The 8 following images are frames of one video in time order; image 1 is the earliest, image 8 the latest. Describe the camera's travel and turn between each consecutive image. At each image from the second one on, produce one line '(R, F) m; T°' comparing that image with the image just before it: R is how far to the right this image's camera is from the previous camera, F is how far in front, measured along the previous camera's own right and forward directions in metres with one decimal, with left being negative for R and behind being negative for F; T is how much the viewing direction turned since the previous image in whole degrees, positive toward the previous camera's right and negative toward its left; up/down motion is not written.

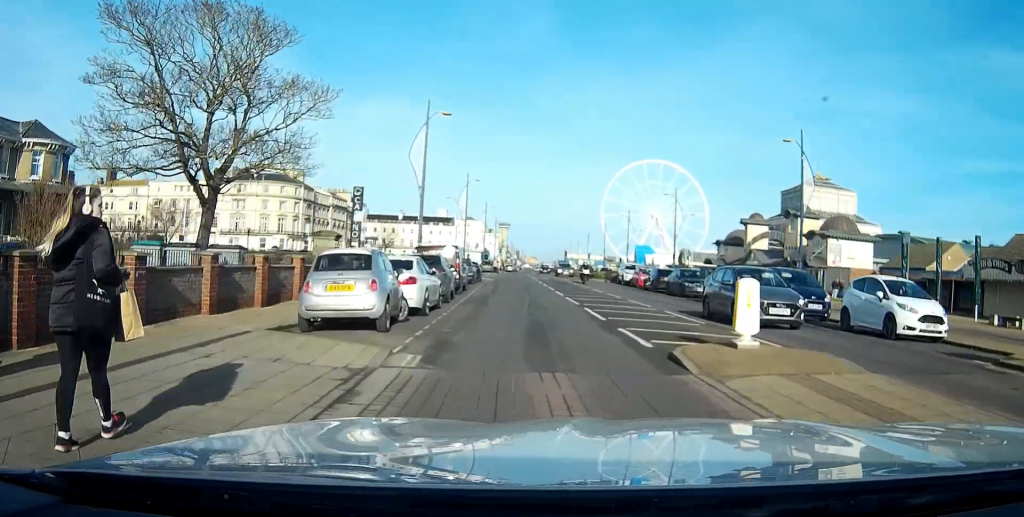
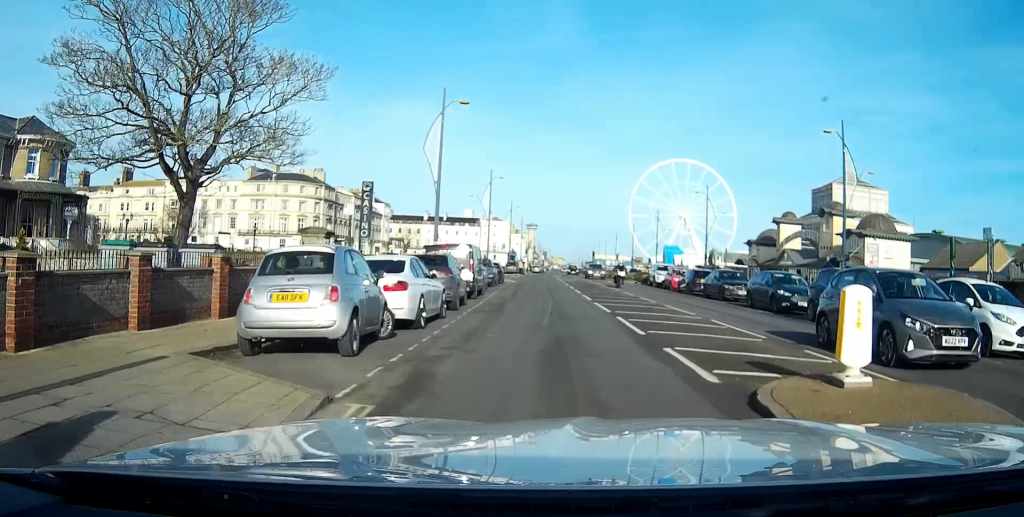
(0.0, +3.4) m; -2°
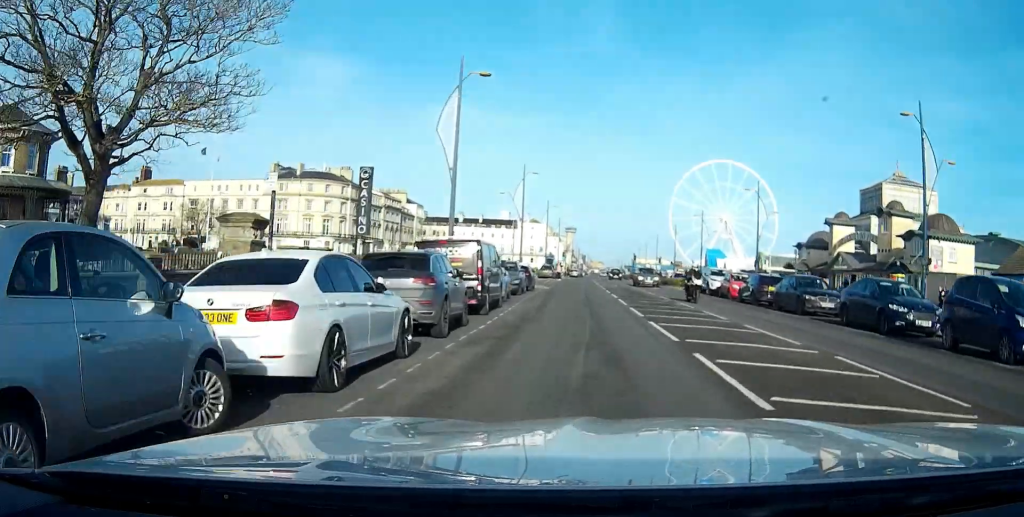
(-0.2, +6.8) m; -3°
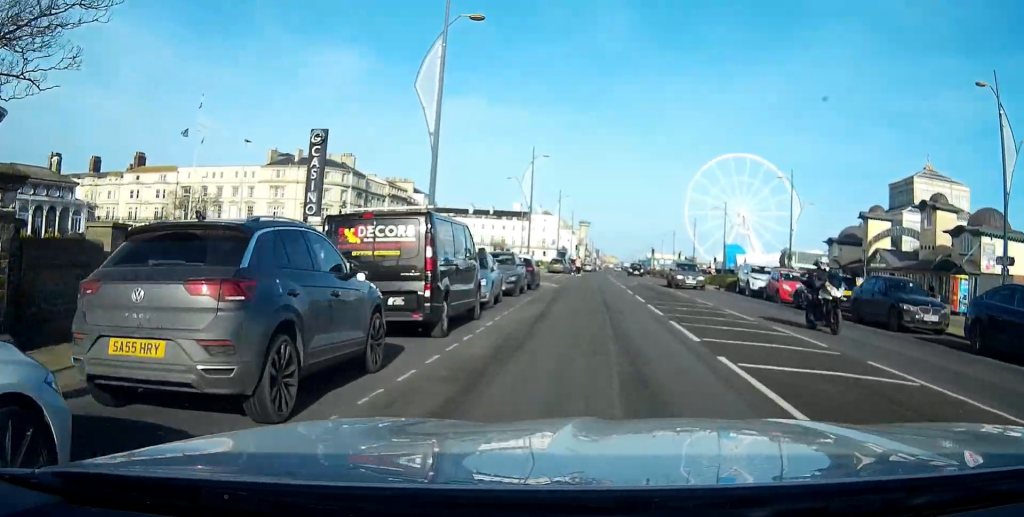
(-0.2, +7.5) m; -1°
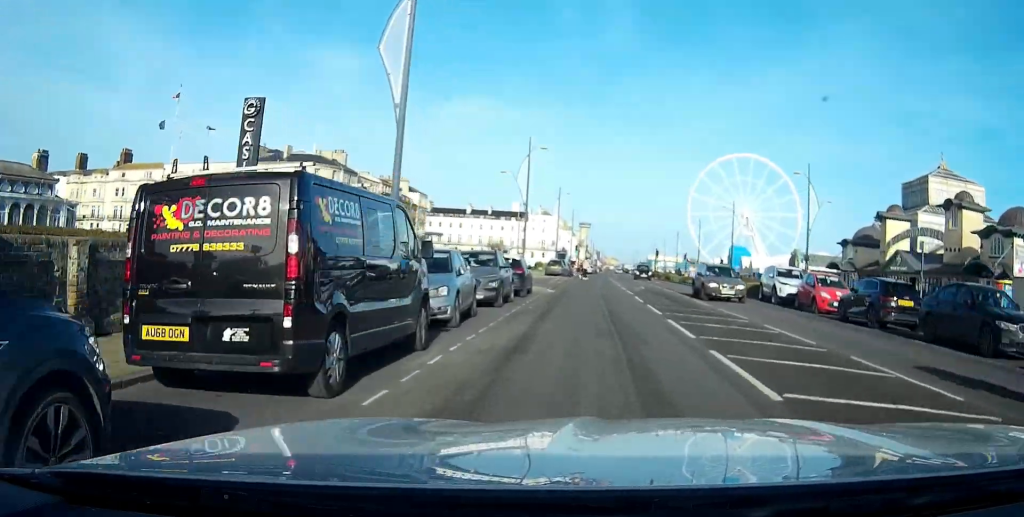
(0.0, +5.1) m; 0°
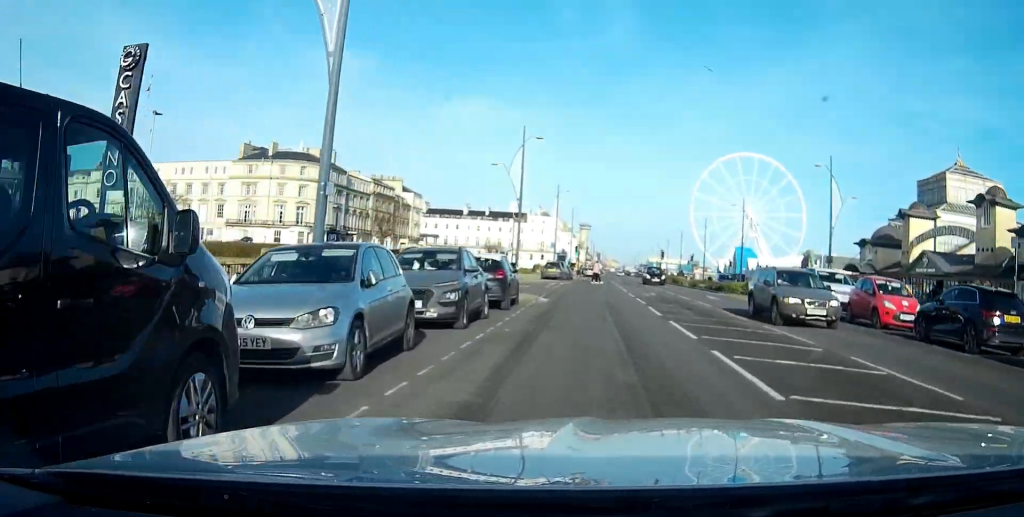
(+0.1, +5.9) m; 0°
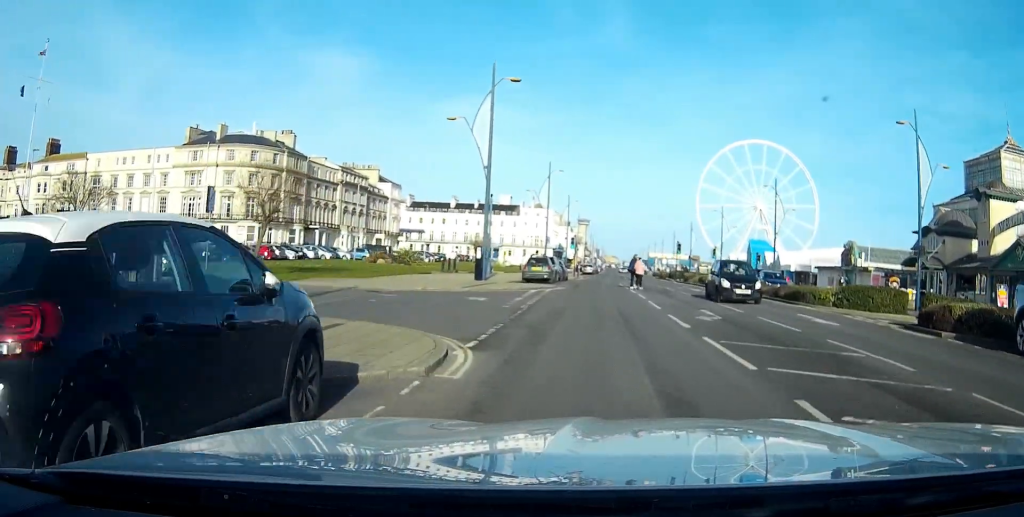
(0.0, +16.6) m; +1°
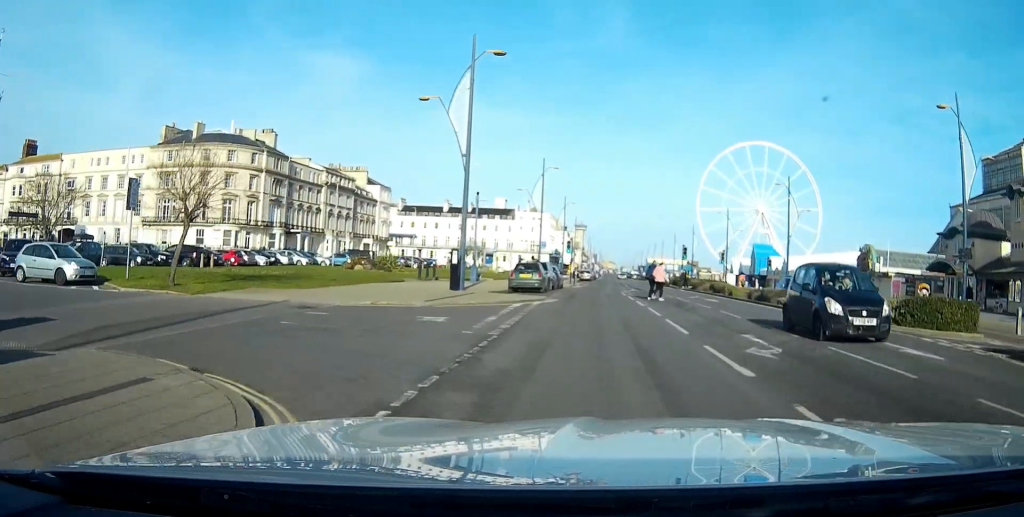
(0.0, +5.9) m; 0°
